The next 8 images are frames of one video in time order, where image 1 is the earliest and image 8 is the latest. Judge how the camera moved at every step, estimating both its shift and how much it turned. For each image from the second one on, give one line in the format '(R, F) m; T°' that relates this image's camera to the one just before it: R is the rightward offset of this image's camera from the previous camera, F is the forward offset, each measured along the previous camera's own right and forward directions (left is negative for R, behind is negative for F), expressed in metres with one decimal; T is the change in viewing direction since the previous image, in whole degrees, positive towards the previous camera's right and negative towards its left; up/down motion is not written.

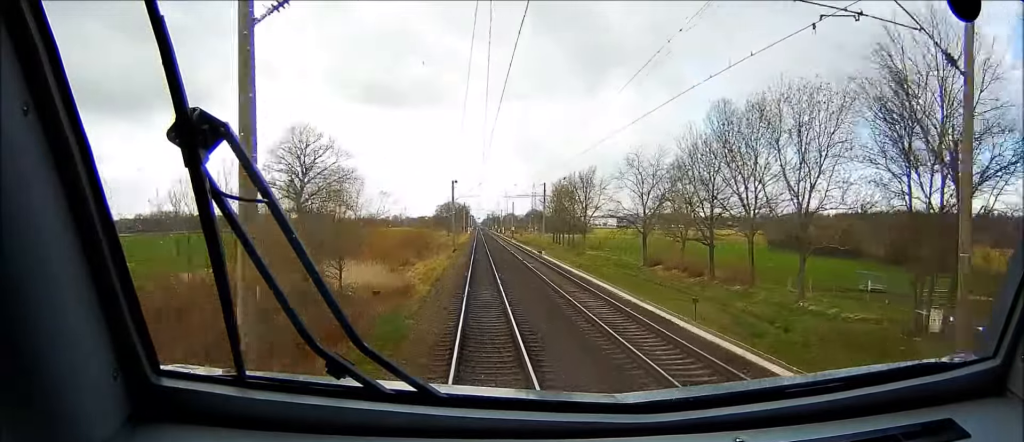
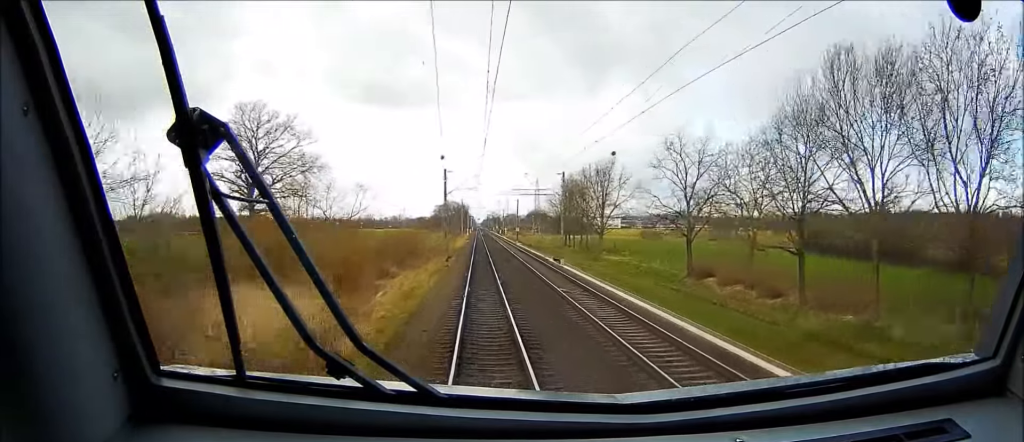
(-0.1, +18.4) m; 0°
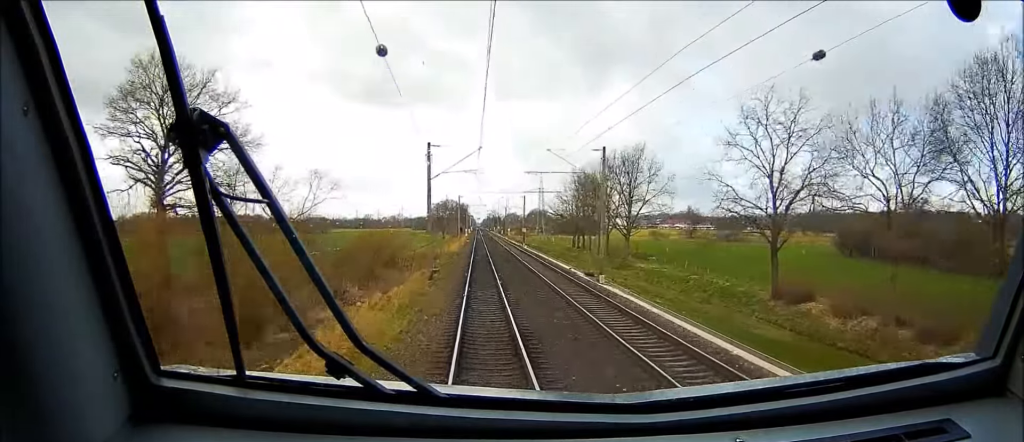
(-0.1, +21.1) m; 0°
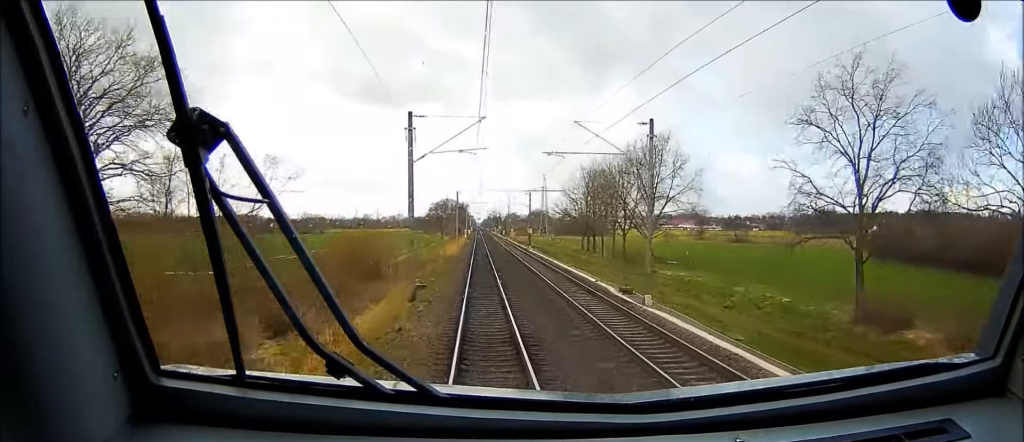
(+0.1, +11.9) m; 0°
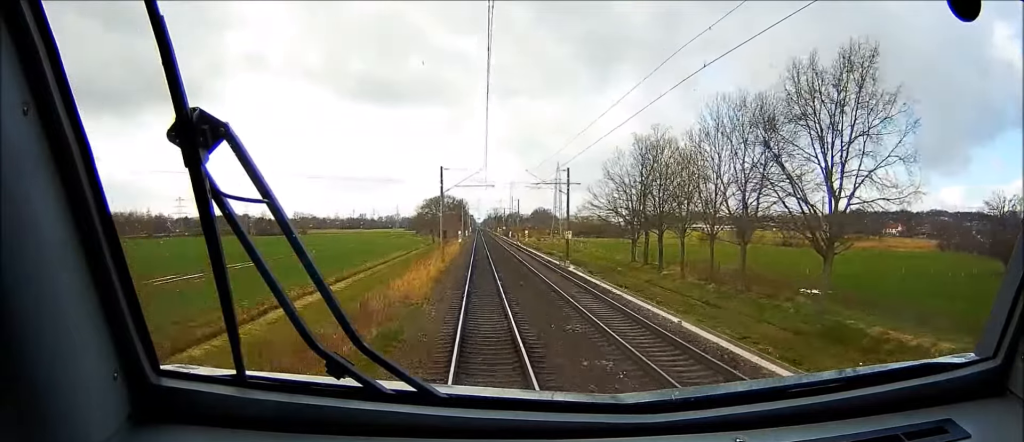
(+0.3, +45.4) m; +1°
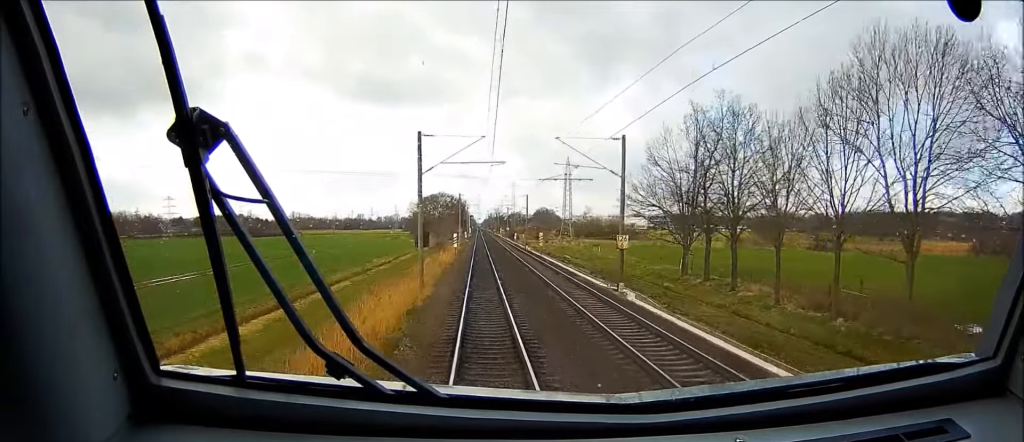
(+0.1, +22.6) m; 0°
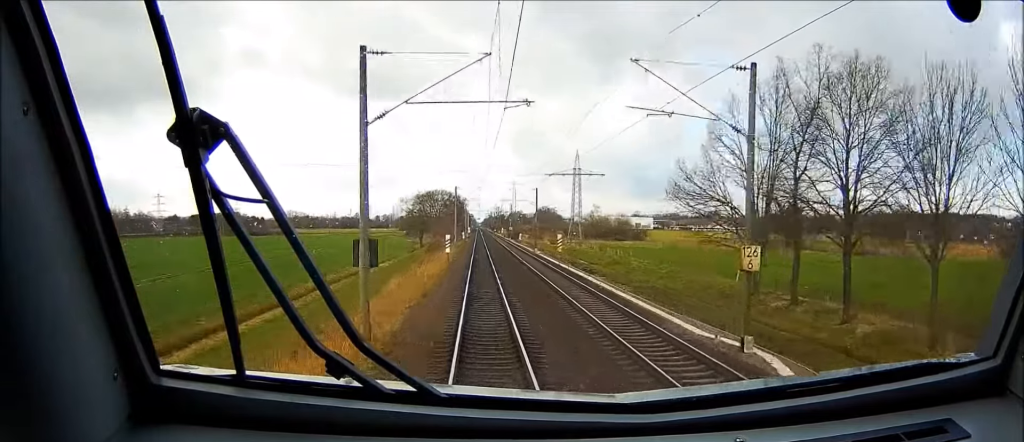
(-0.1, +18.0) m; 0°
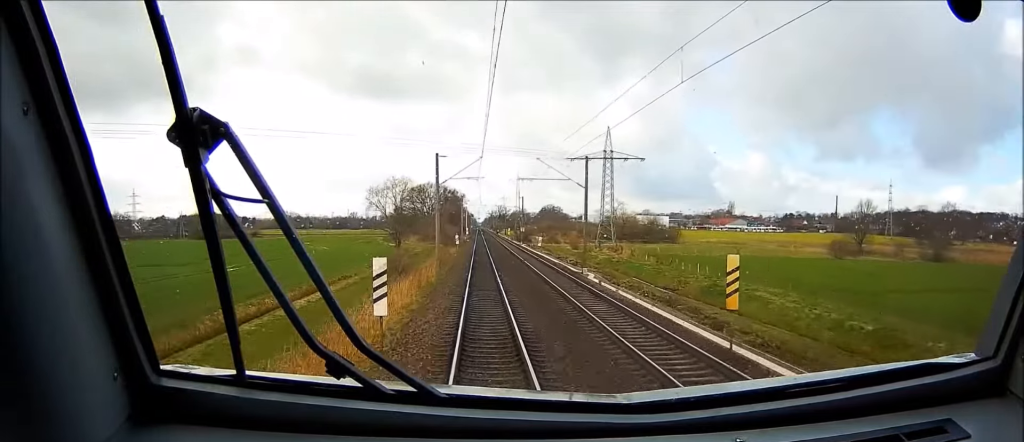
(+0.1, +42.6) m; 0°
